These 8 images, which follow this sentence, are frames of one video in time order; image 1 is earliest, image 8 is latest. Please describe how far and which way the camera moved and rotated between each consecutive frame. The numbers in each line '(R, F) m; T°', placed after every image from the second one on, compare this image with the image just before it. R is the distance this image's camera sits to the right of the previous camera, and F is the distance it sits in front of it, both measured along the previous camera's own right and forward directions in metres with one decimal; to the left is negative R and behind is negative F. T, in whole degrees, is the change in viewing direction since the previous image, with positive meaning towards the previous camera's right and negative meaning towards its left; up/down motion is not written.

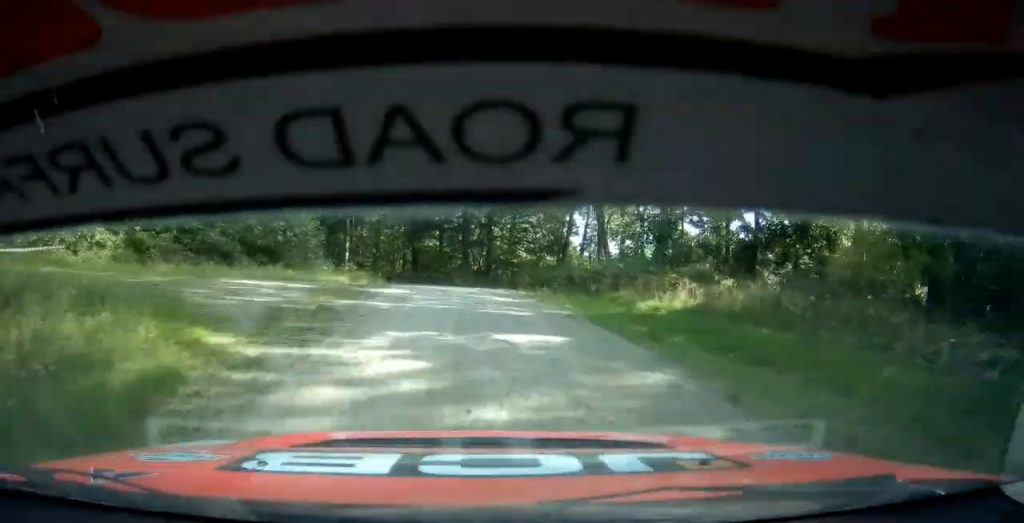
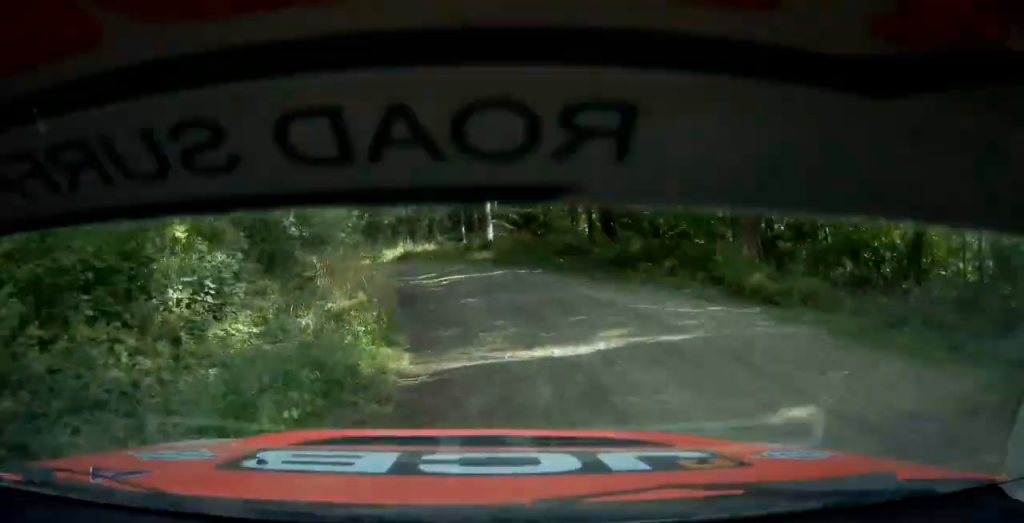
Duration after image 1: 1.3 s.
(-2.6, +31.9) m; -8°
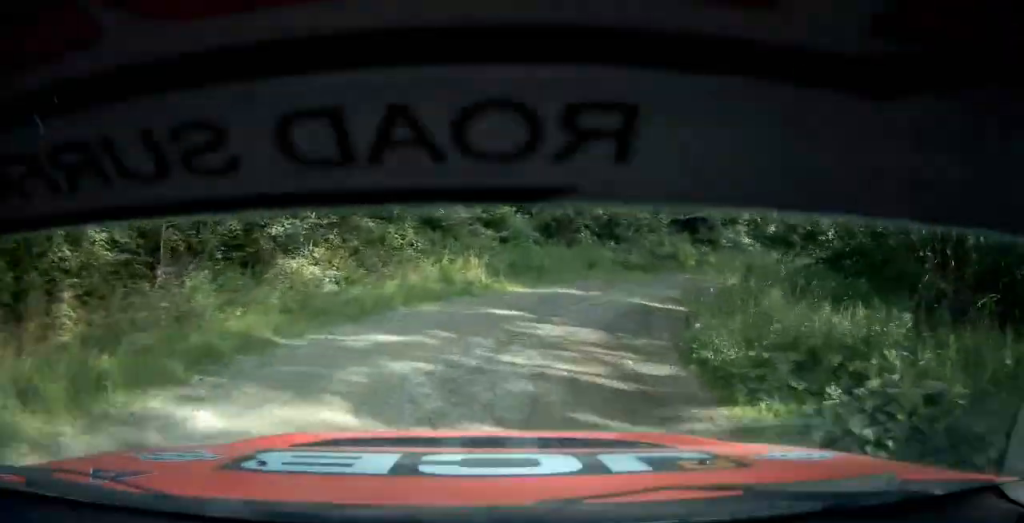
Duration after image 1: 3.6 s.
(-4.0, +47.2) m; -5°
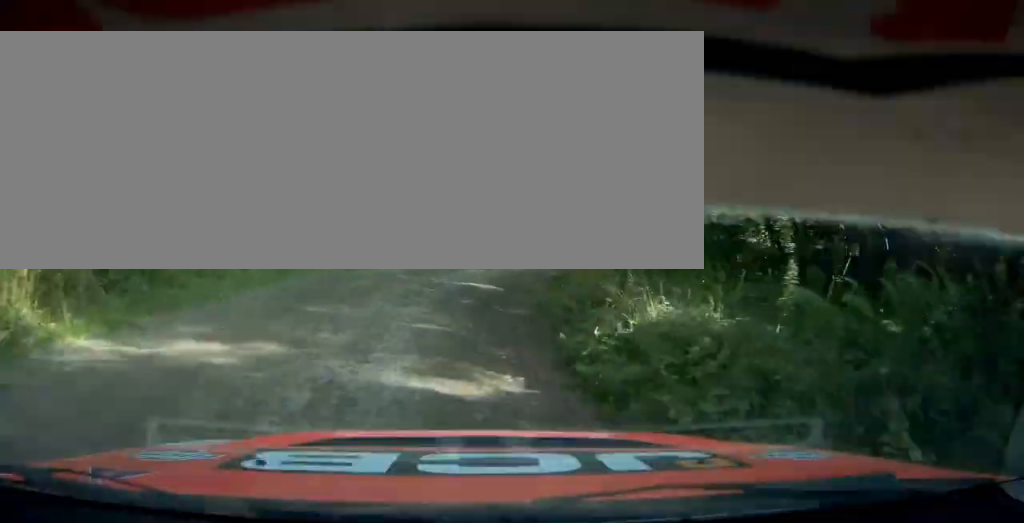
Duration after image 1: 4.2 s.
(-0.1, +12.2) m; +3°
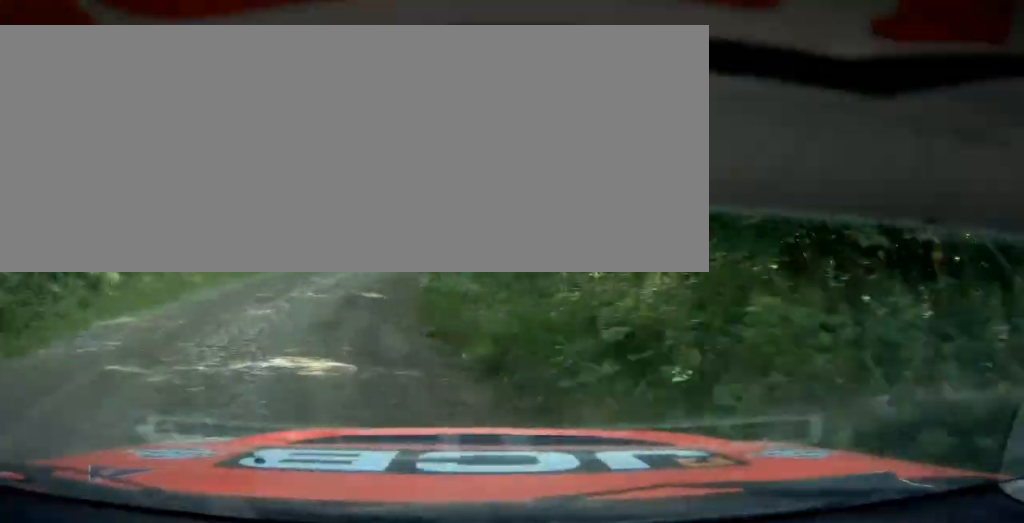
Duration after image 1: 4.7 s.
(+0.9, +10.2) m; +2°
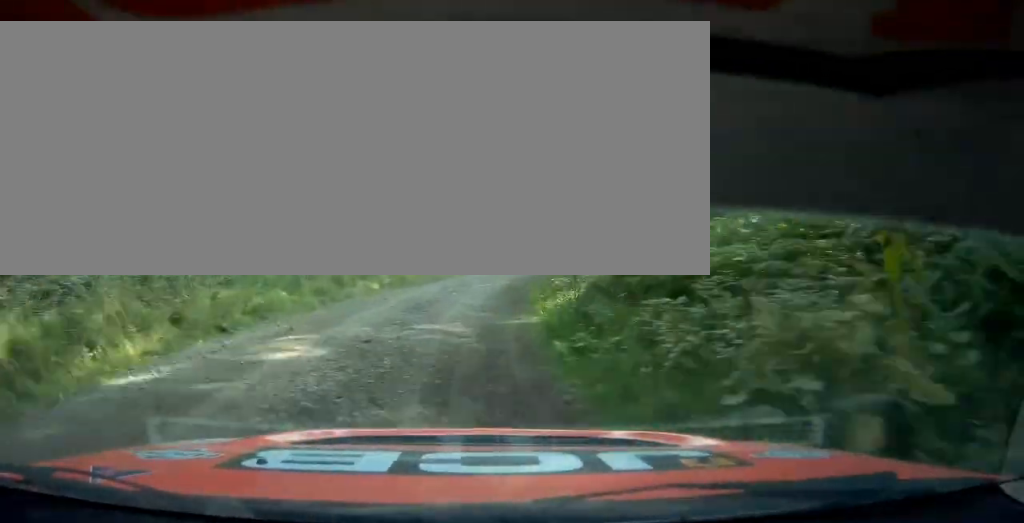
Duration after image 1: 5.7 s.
(+0.2, +20.0) m; +9°
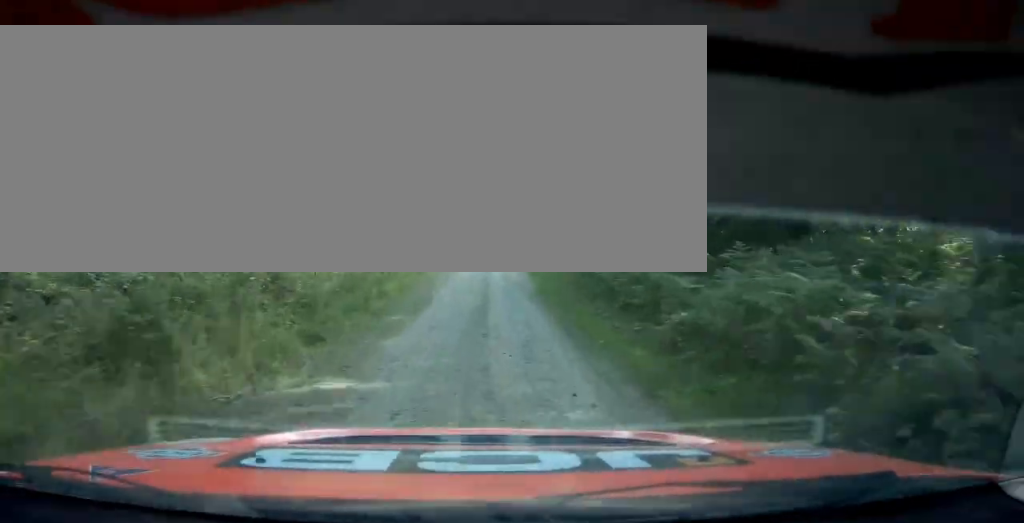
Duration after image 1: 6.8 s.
(+3.7, +22.6) m; +16°
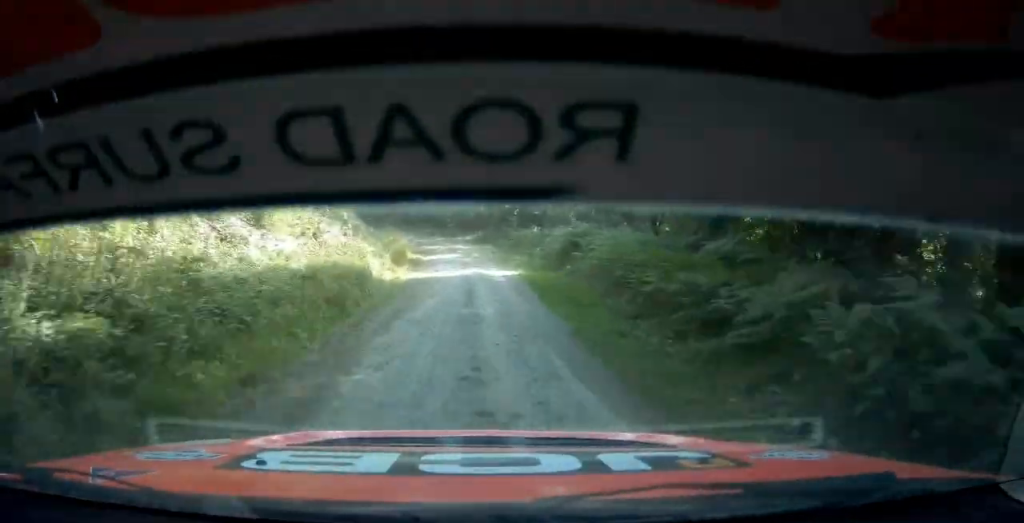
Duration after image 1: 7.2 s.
(+0.4, +8.1) m; +1°
